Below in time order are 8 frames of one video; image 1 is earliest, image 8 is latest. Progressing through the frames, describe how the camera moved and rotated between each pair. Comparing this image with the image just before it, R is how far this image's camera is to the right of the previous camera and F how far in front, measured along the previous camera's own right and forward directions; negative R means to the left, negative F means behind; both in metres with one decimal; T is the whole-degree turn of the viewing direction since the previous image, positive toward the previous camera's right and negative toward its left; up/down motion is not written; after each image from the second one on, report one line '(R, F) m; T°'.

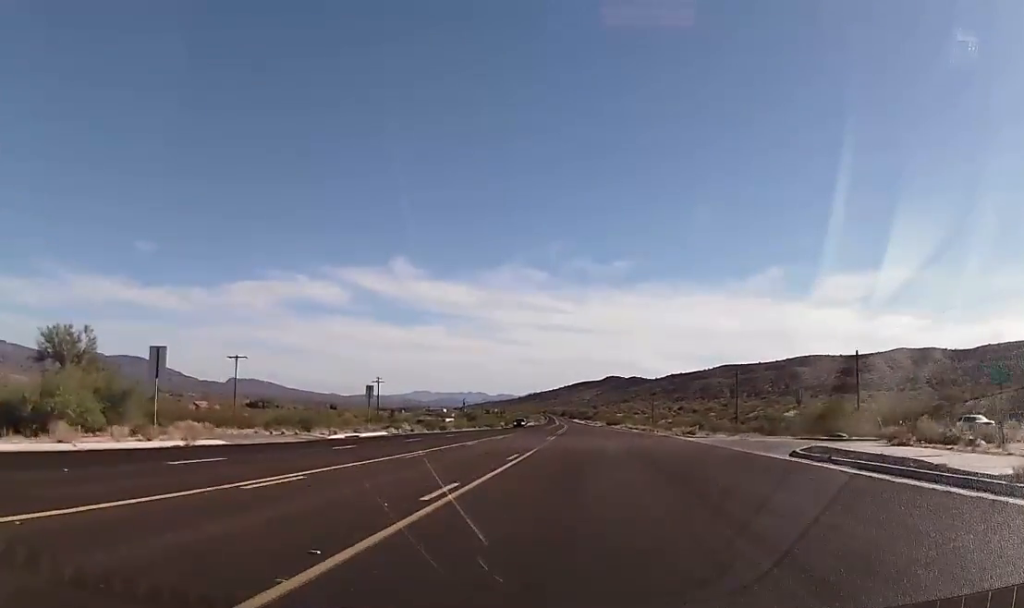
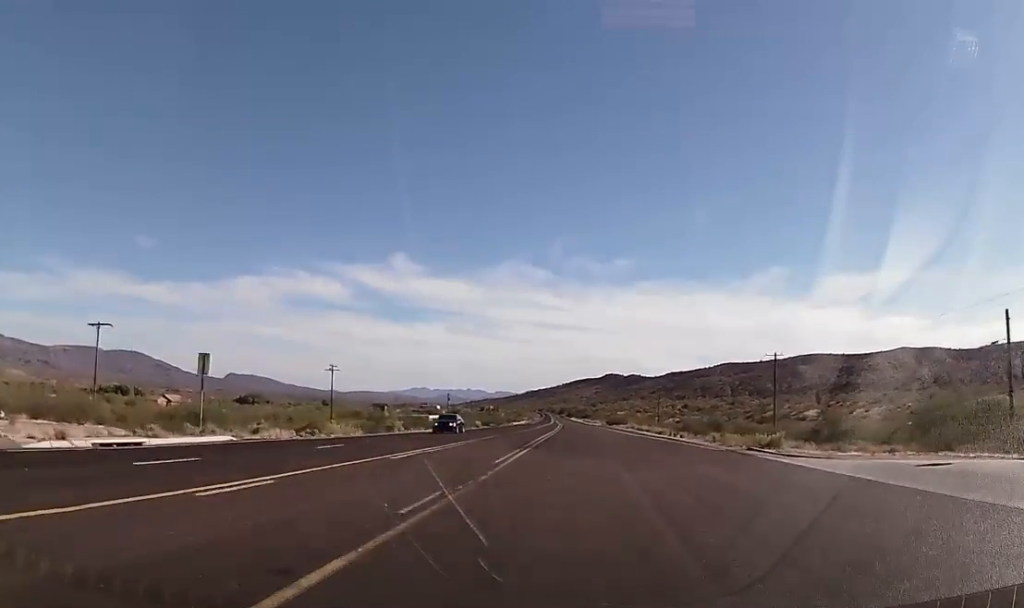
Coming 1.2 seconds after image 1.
(-0.3, +23.4) m; -1°
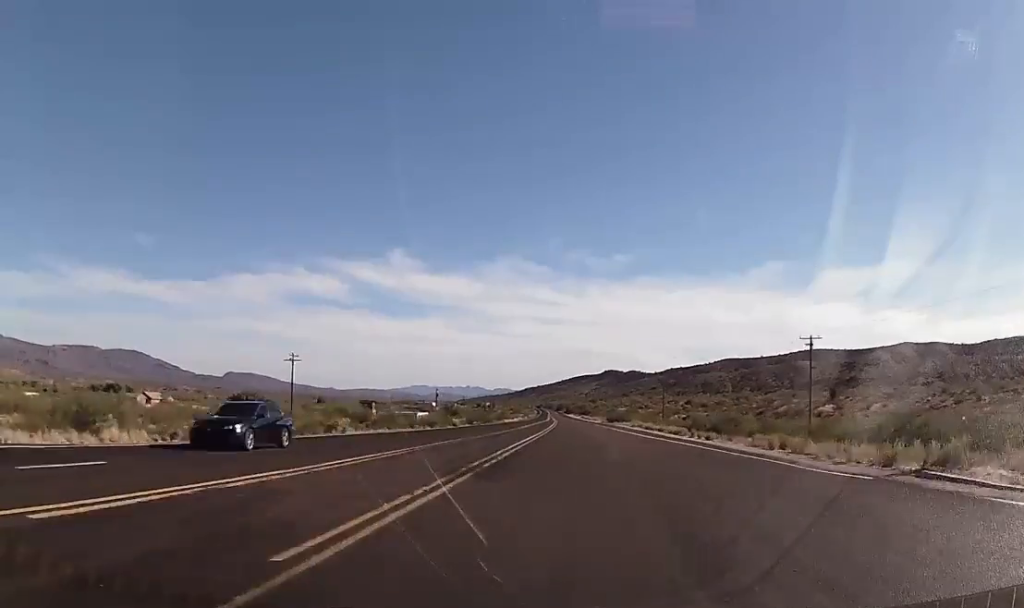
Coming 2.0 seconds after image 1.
(0.0, +15.3) m; 0°
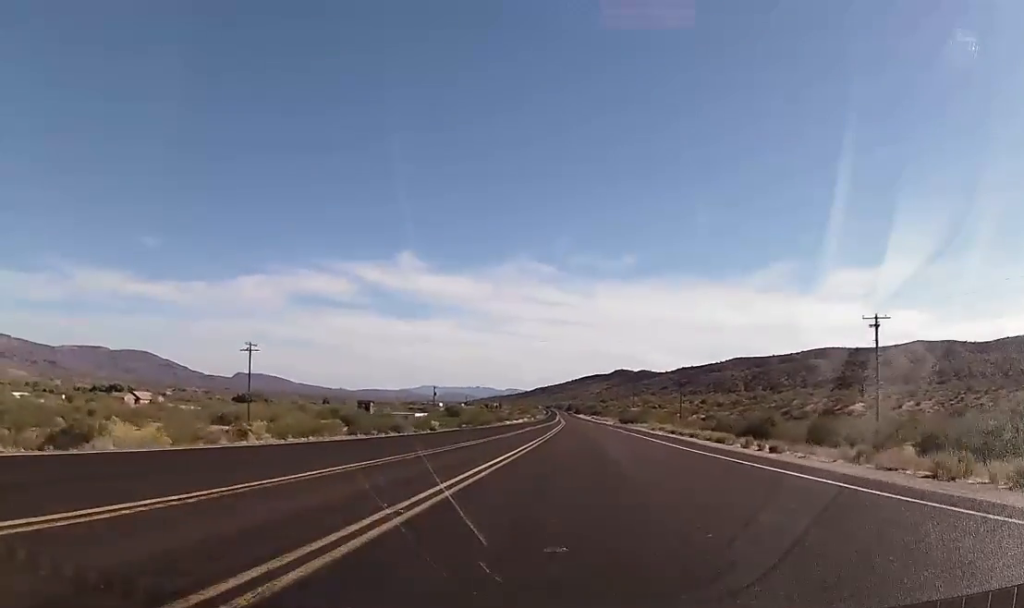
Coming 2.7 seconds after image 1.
(0.0, +16.0) m; 0°
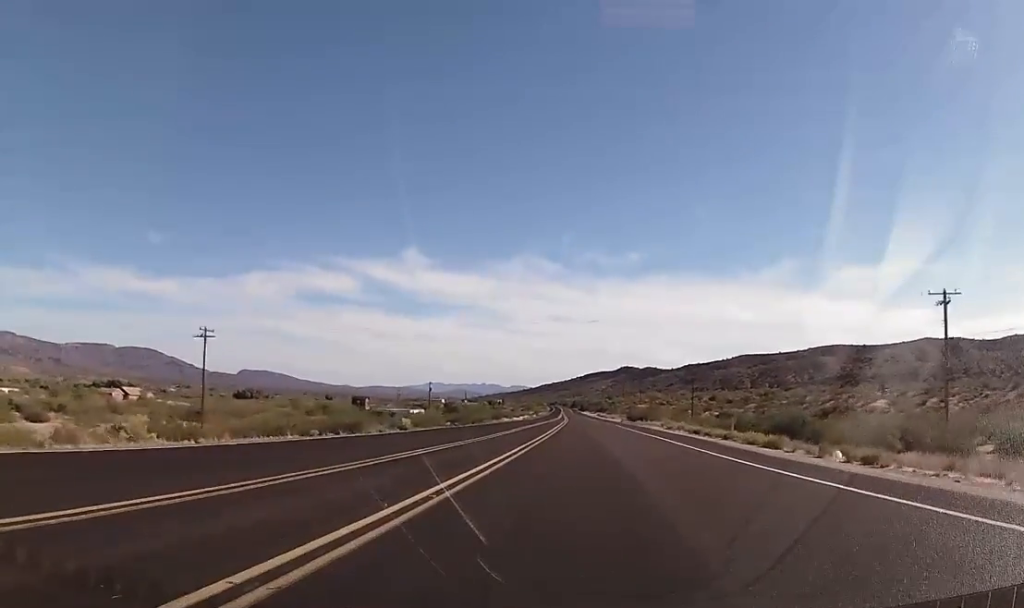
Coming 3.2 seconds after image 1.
(-0.1, +12.0) m; 0°
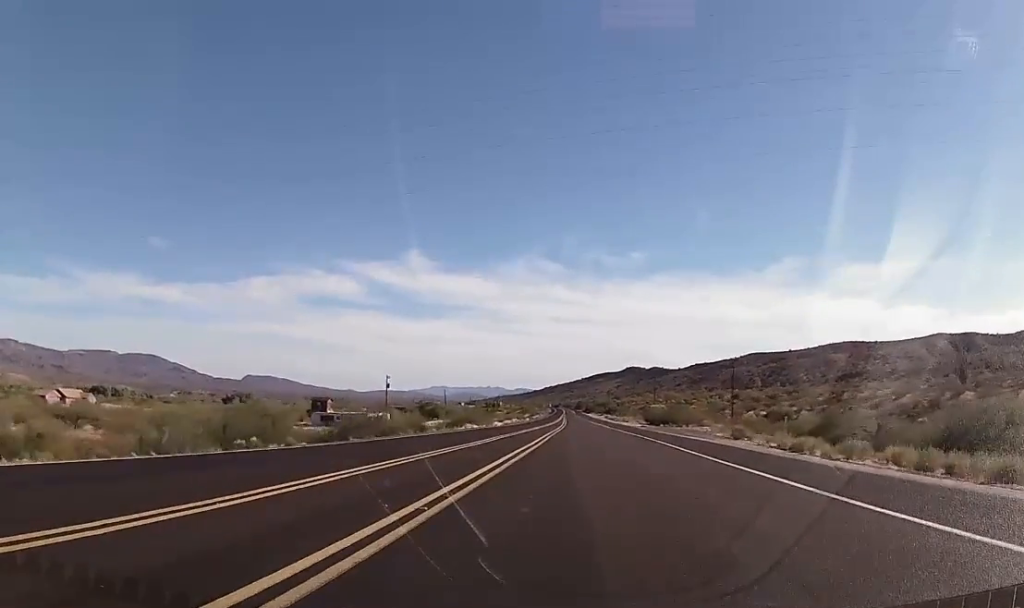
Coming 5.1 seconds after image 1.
(+0.2, +42.8) m; +1°
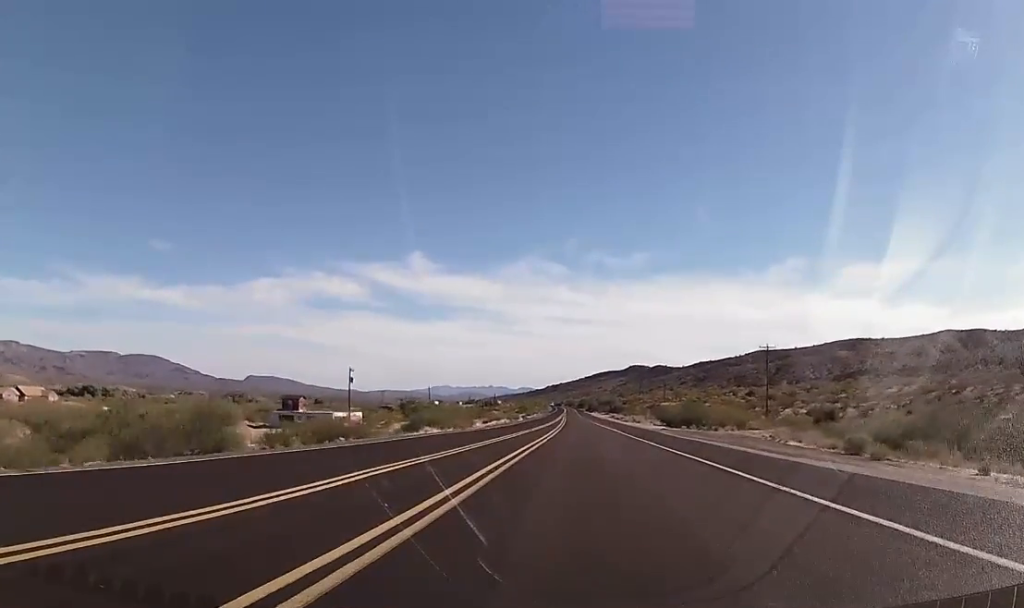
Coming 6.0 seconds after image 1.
(+0.1, +23.4) m; 0°
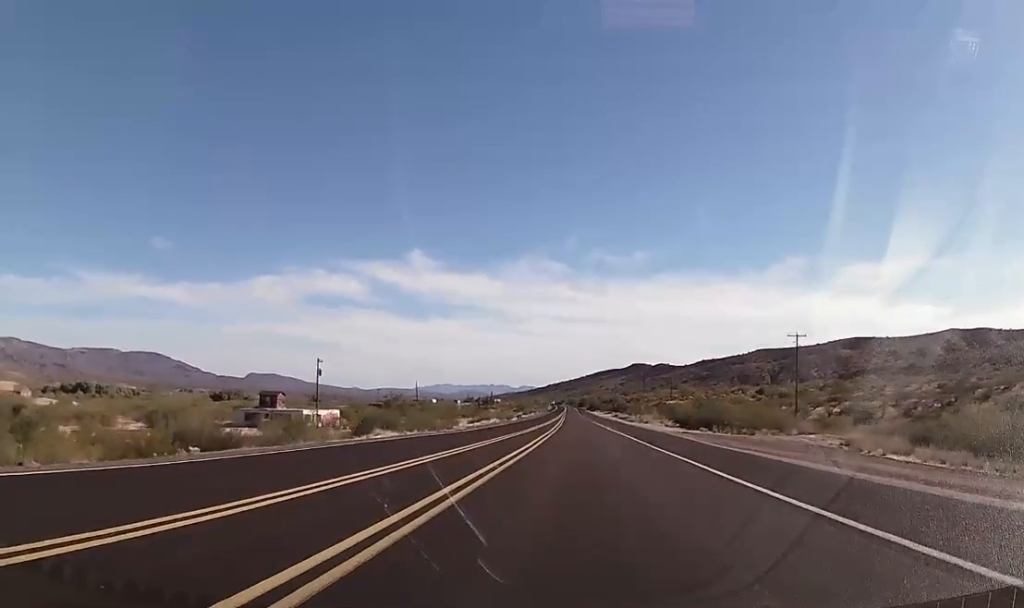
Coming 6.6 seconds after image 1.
(0.0, +14.8) m; 0°
